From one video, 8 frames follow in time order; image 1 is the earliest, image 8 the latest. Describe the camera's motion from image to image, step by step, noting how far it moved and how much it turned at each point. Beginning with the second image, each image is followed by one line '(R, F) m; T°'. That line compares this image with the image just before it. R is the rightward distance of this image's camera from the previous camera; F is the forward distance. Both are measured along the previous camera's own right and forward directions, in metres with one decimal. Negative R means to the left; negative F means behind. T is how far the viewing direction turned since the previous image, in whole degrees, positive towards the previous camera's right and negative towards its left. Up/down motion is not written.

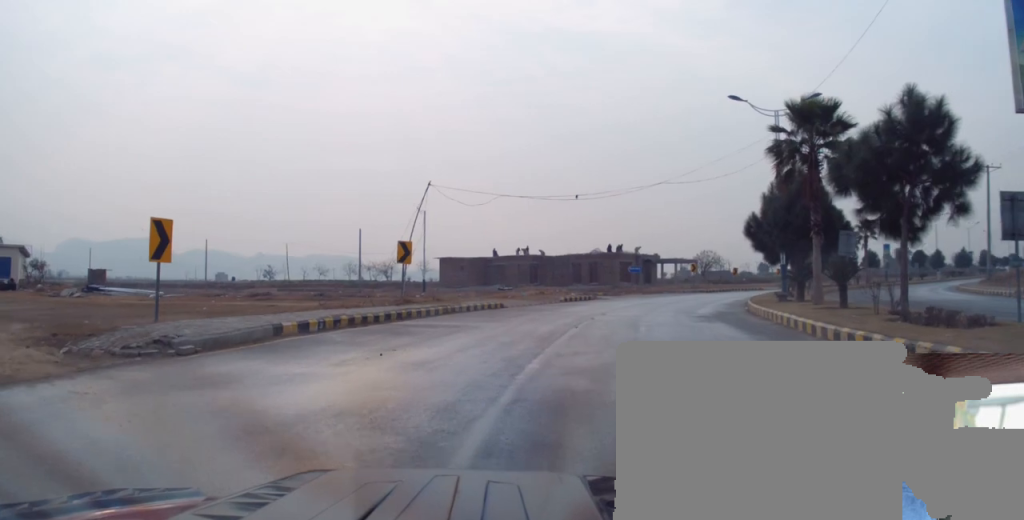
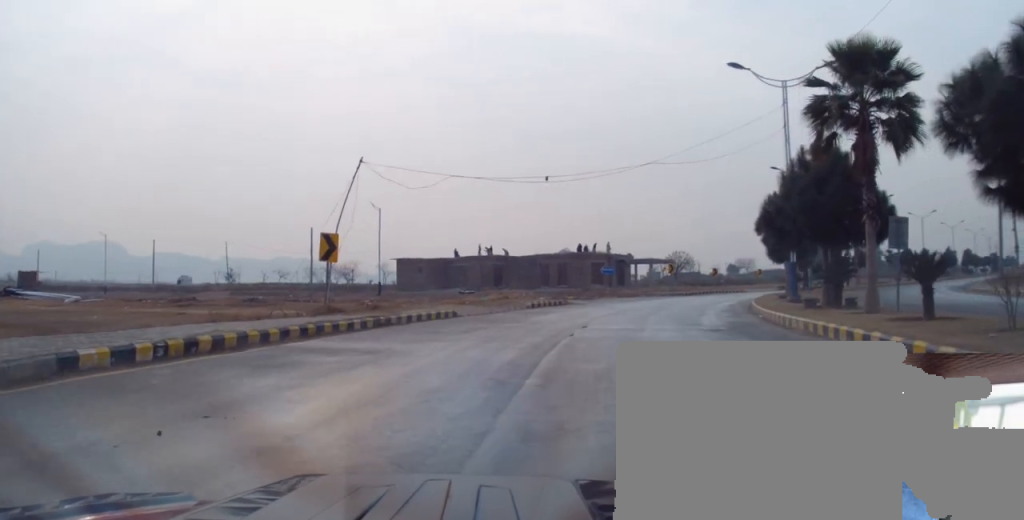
(0.0, +6.6) m; +4°
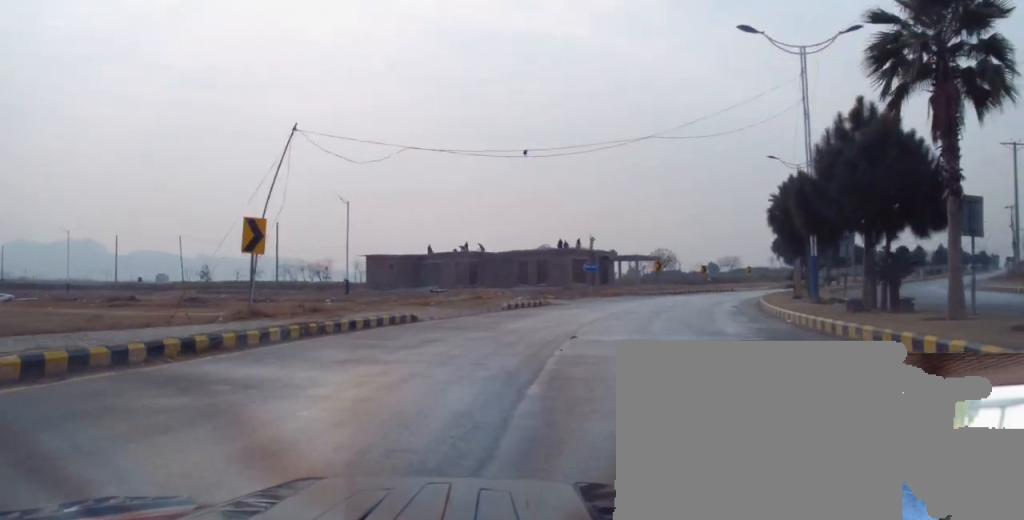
(+0.4, +5.0) m; +3°
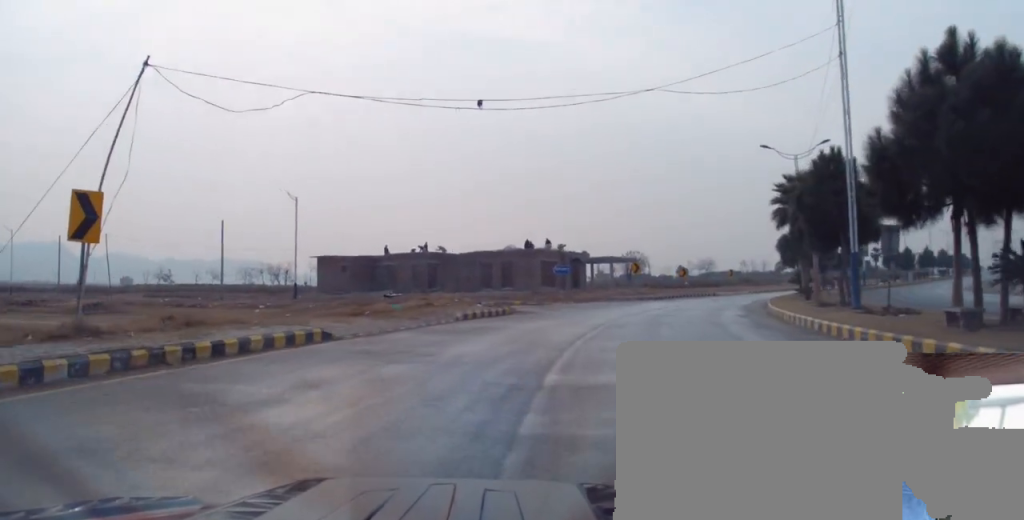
(+0.2, +6.5) m; +3°
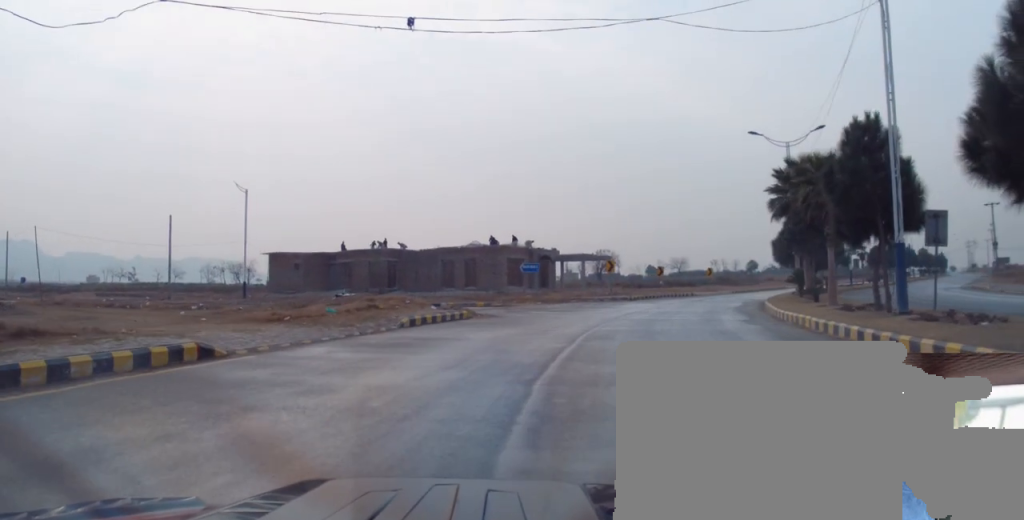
(-0.1, +4.7) m; +2°
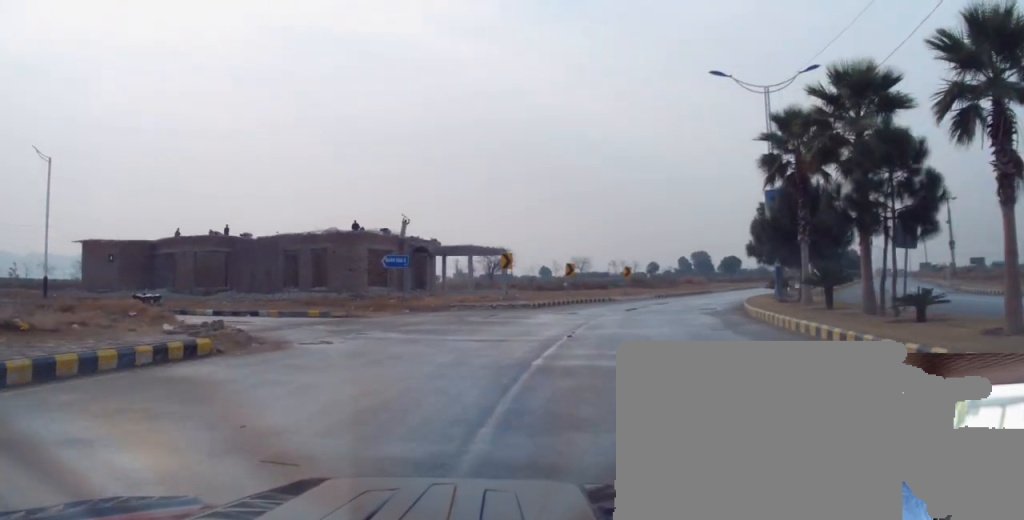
(+0.8, +15.1) m; +6°
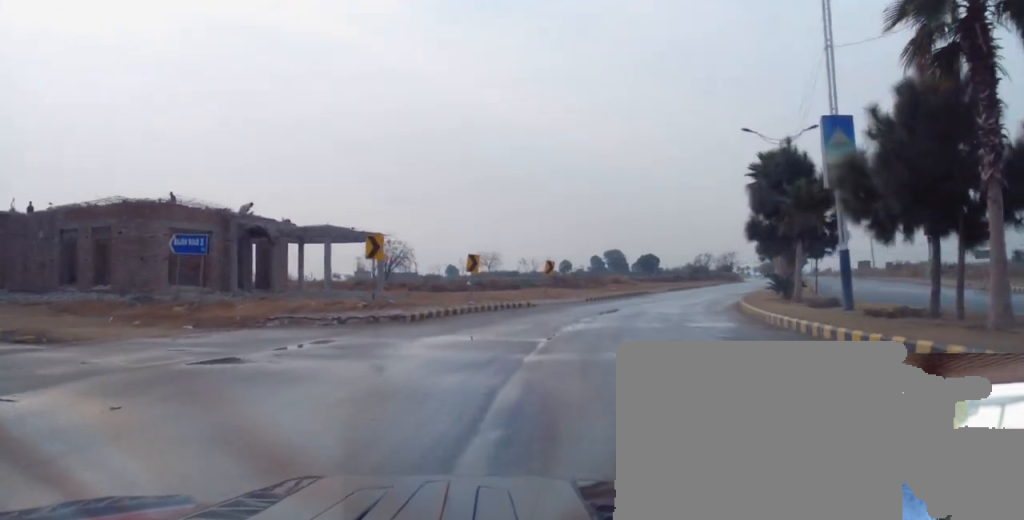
(+0.9, +15.3) m; +7°
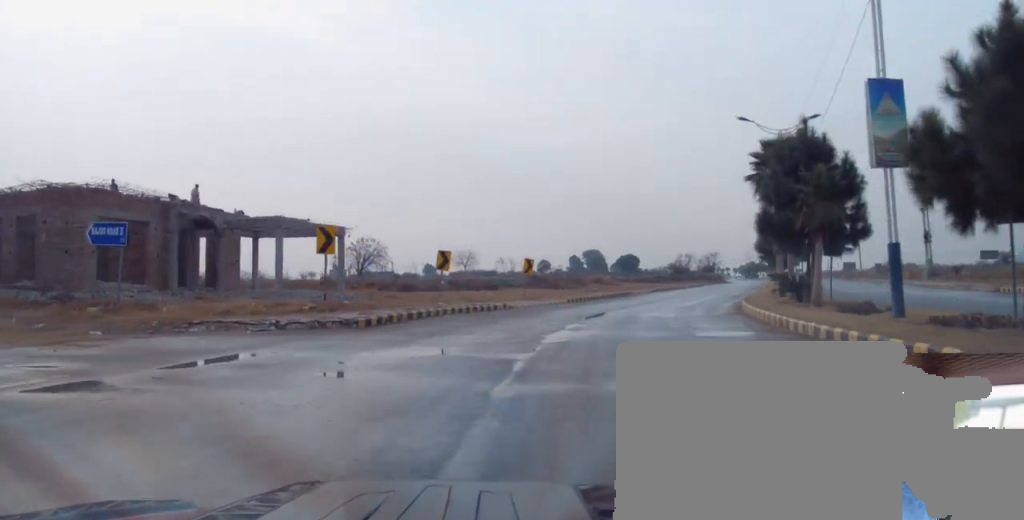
(+0.1, +3.6) m; +2°
